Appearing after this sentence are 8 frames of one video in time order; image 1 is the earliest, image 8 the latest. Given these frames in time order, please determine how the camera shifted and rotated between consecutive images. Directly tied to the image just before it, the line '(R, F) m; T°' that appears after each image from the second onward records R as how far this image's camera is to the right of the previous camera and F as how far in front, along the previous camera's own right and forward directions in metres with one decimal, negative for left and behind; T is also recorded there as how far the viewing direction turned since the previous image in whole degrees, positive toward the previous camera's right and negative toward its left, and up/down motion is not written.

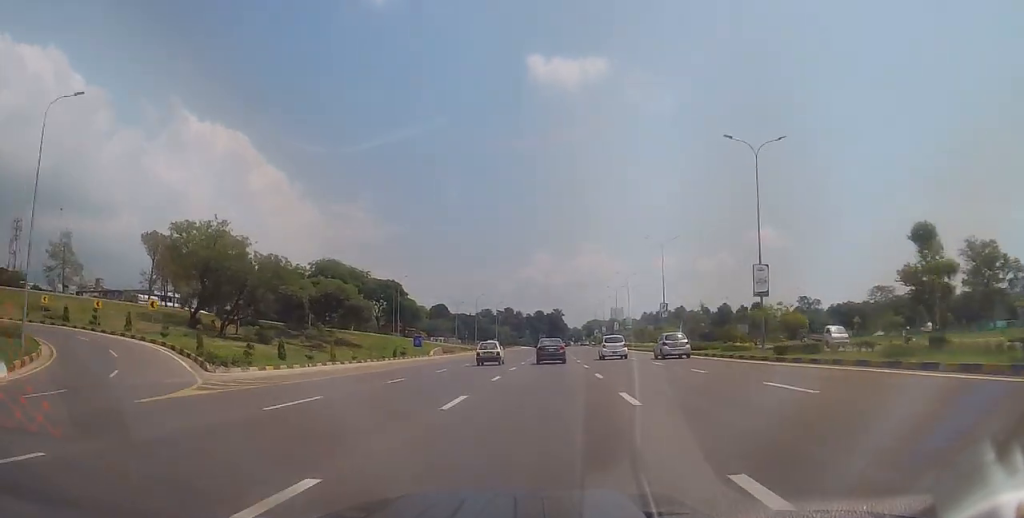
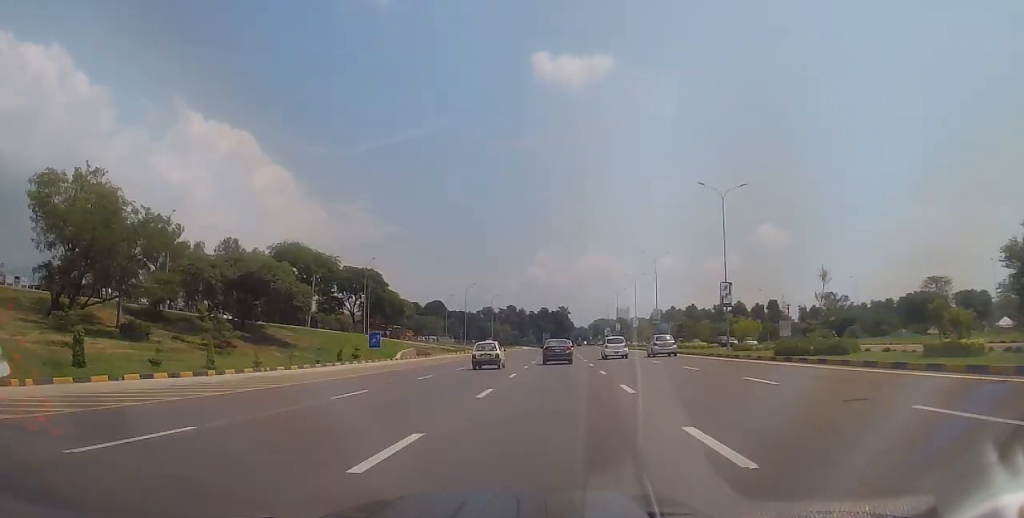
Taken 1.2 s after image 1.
(-0.2, +23.9) m; +1°
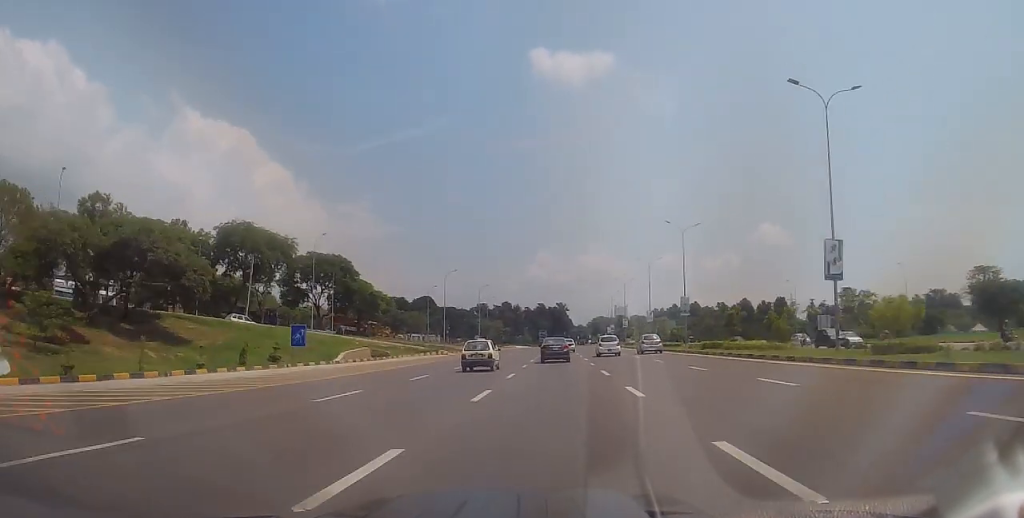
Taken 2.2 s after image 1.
(+0.4, +19.2) m; +1°
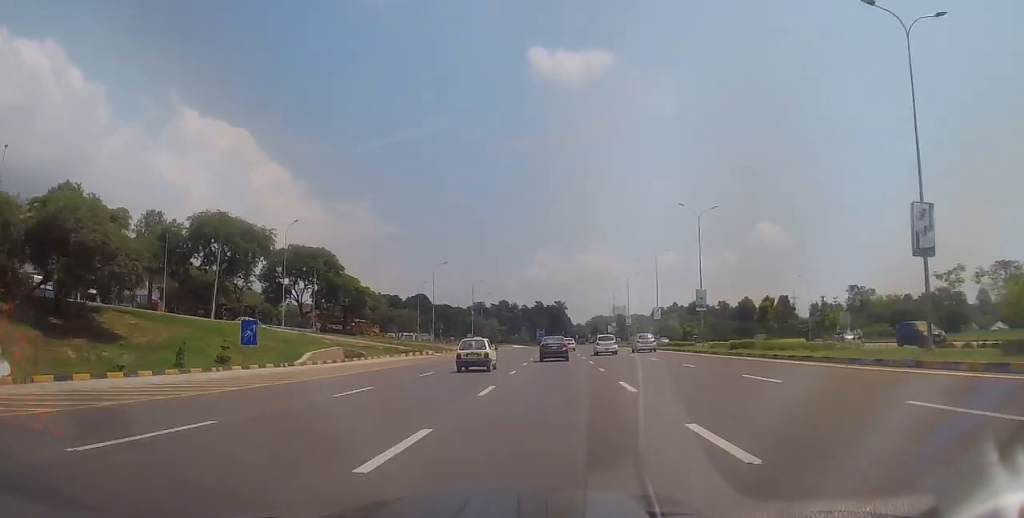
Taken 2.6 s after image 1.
(0.0, +7.7) m; -1°
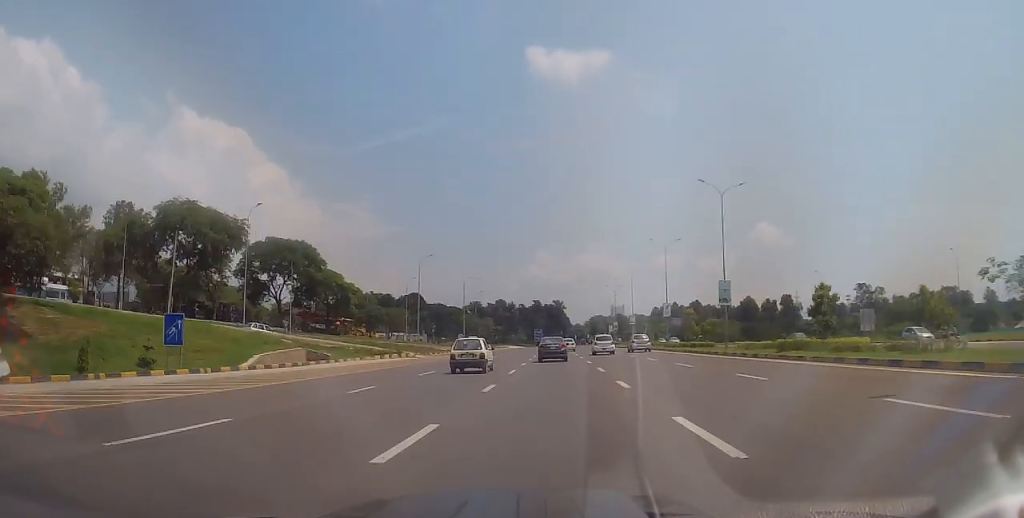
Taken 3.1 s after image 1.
(+0.2, +8.4) m; -1°
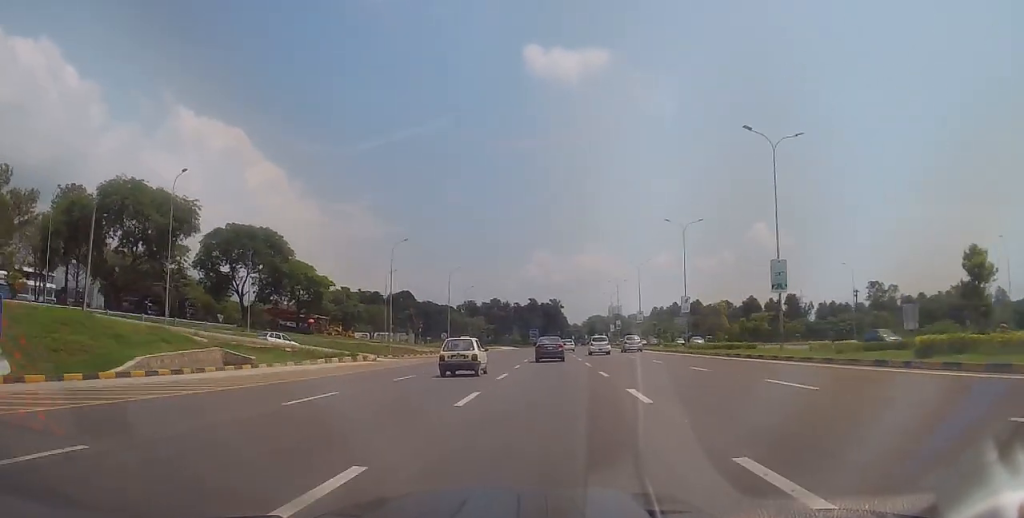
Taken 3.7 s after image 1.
(-0.4, +12.2) m; 0°
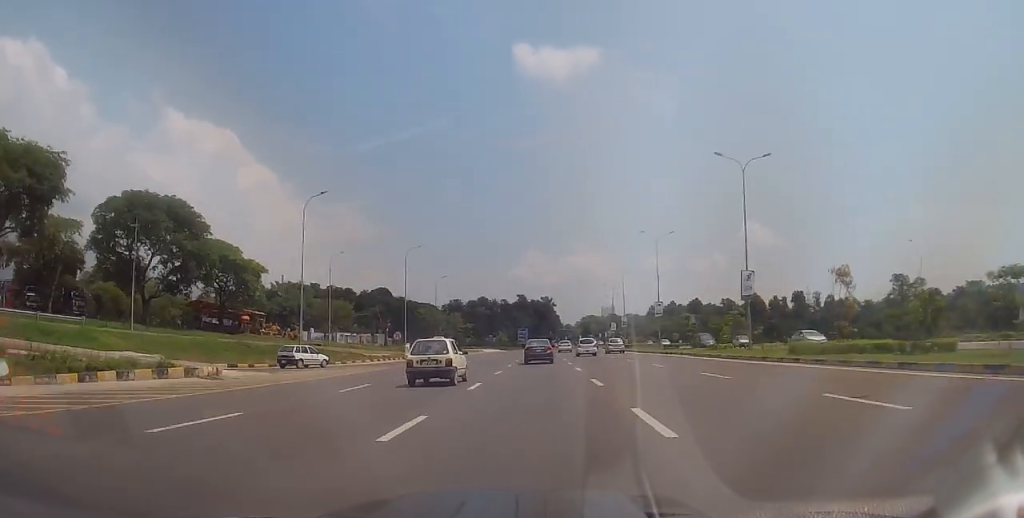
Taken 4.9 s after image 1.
(+0.3, +22.6) m; +1°
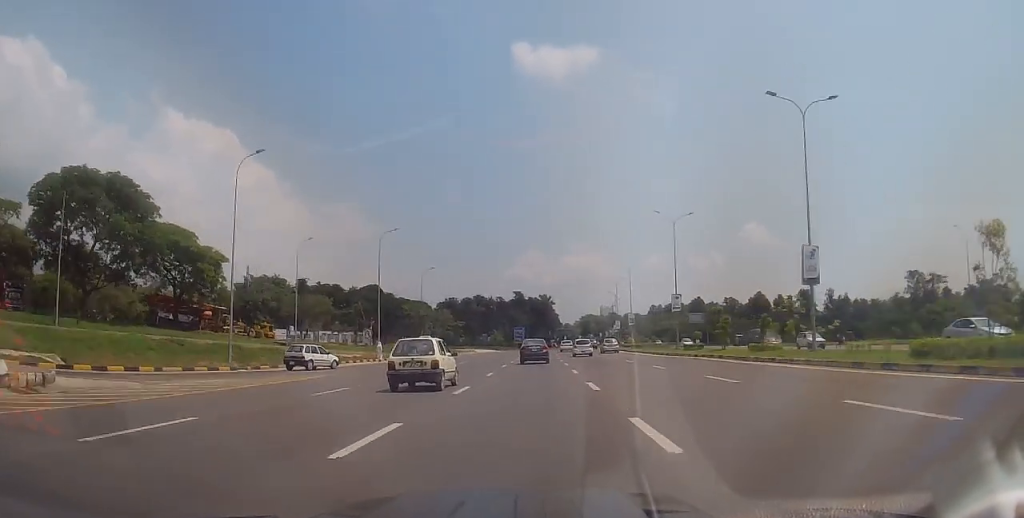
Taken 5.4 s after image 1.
(+0.2, +10.4) m; 0°
